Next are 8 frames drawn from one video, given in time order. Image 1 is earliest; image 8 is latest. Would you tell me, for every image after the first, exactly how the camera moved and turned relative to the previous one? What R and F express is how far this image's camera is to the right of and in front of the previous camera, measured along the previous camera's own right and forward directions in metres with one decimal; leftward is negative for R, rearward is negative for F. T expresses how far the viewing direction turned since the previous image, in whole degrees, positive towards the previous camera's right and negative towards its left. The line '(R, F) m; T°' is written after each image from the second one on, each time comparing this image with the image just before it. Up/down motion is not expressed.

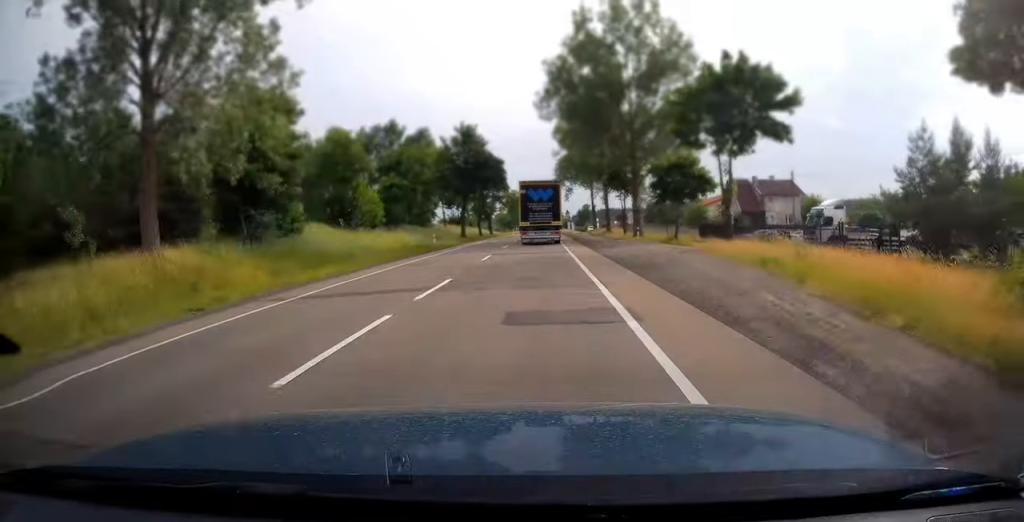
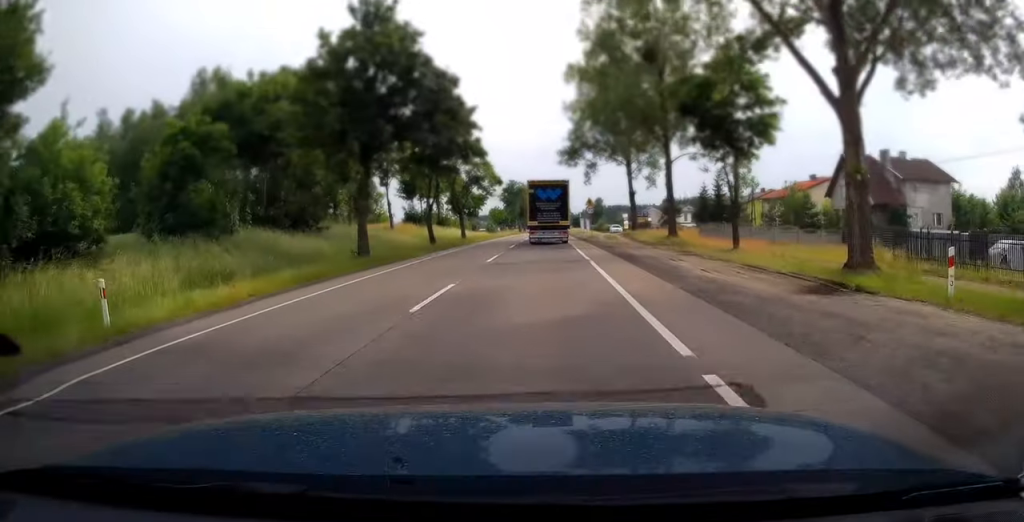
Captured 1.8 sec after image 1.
(-0.1, +37.9) m; 0°
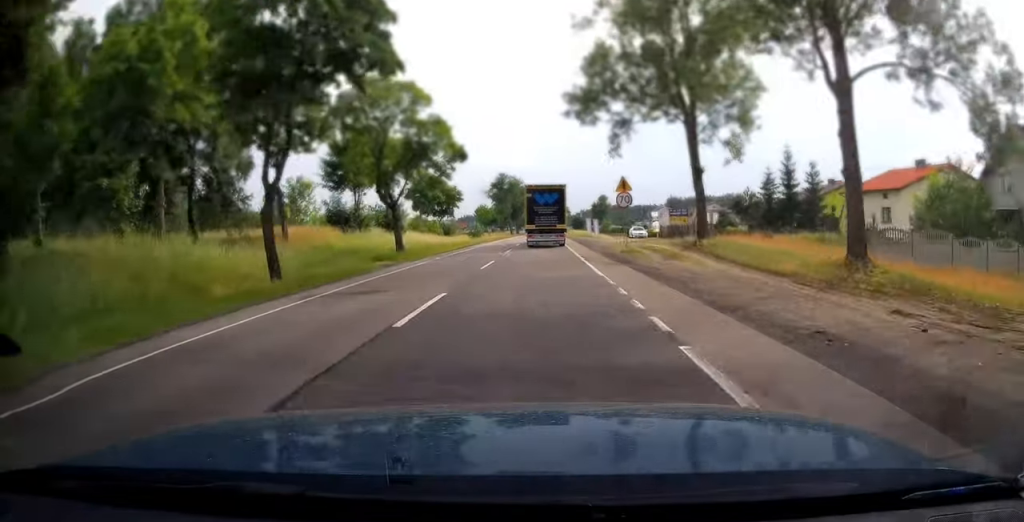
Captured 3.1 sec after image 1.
(-0.1, +26.4) m; 0°
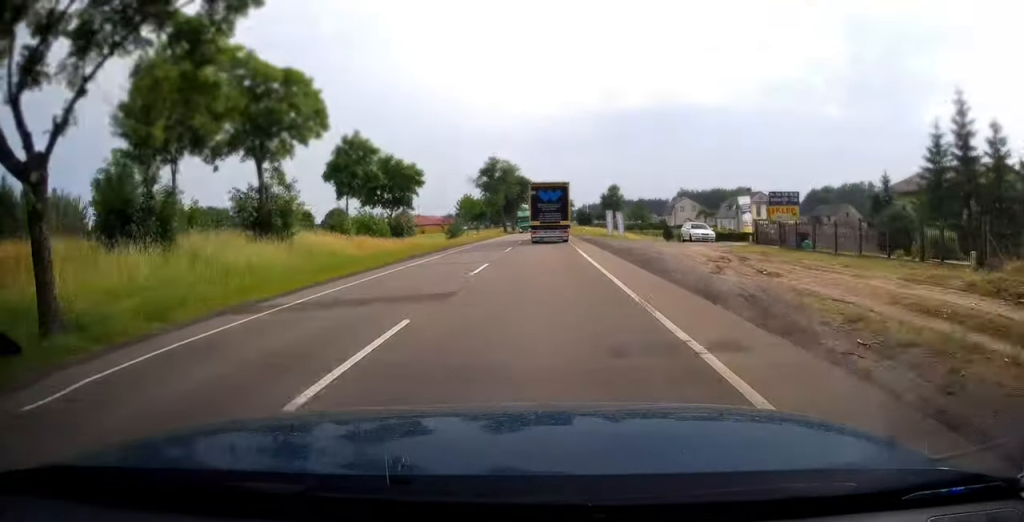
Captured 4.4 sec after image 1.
(+0.2, +27.6) m; 0°
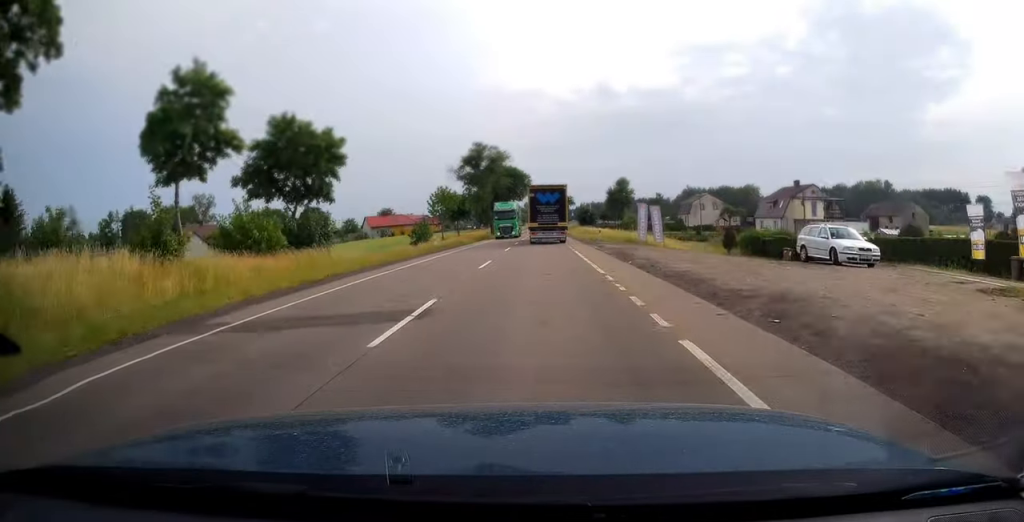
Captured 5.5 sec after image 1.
(+0.1, +22.1) m; 0°
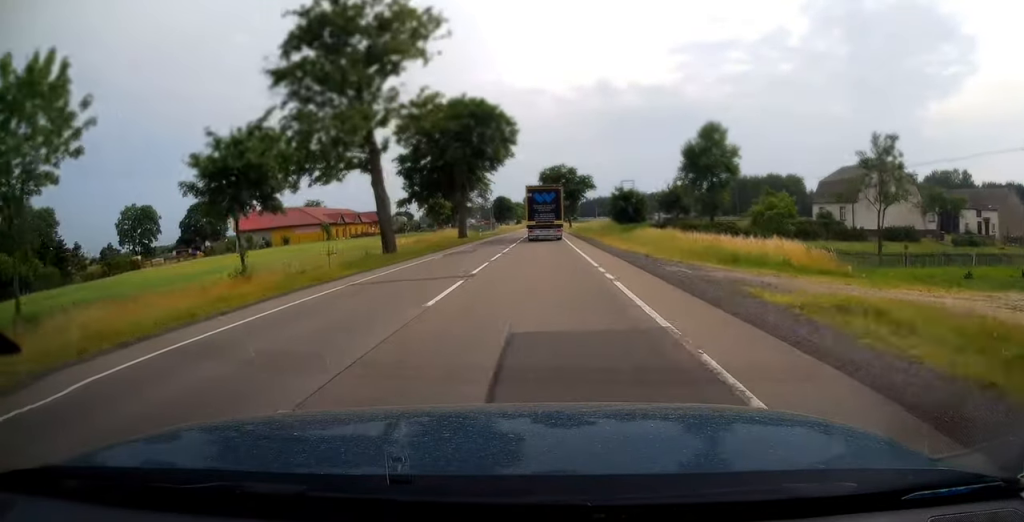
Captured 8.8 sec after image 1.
(-0.5, +70.3) m; 0°
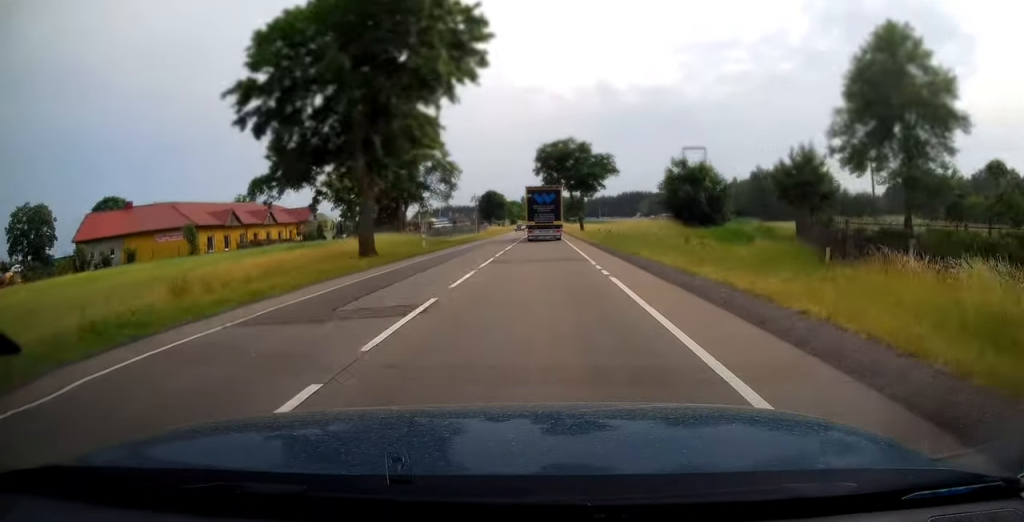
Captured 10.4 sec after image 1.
(+0.2, +33.9) m; 0°
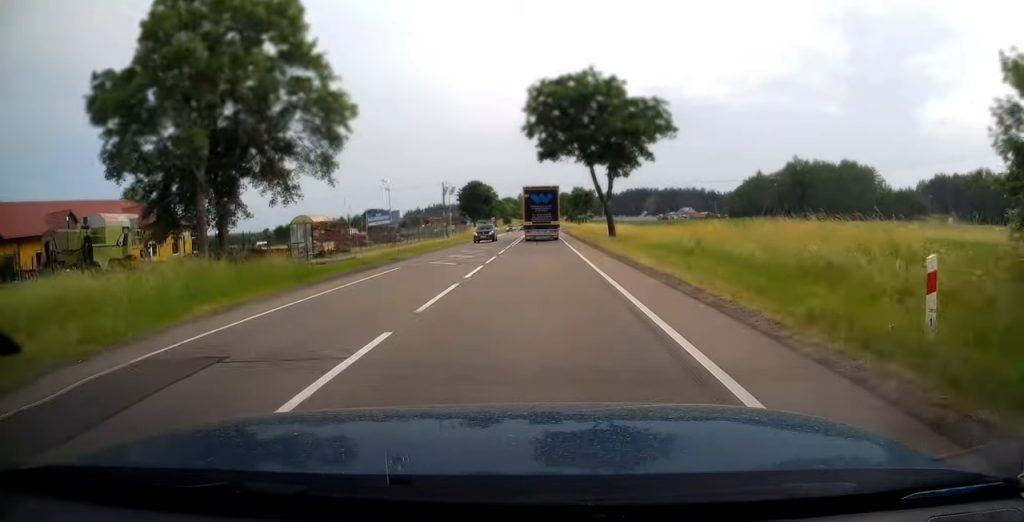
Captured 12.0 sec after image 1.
(+0.1, +33.4) m; 0°
